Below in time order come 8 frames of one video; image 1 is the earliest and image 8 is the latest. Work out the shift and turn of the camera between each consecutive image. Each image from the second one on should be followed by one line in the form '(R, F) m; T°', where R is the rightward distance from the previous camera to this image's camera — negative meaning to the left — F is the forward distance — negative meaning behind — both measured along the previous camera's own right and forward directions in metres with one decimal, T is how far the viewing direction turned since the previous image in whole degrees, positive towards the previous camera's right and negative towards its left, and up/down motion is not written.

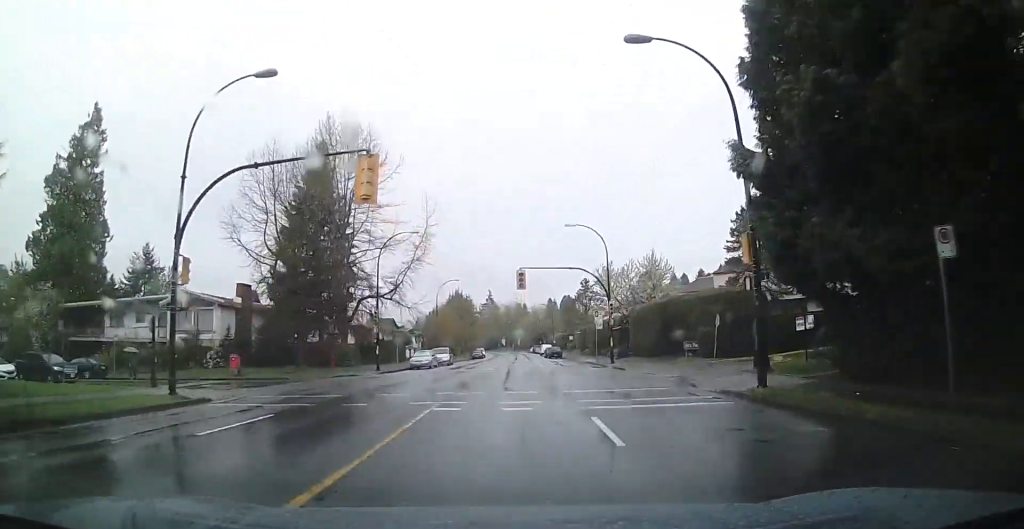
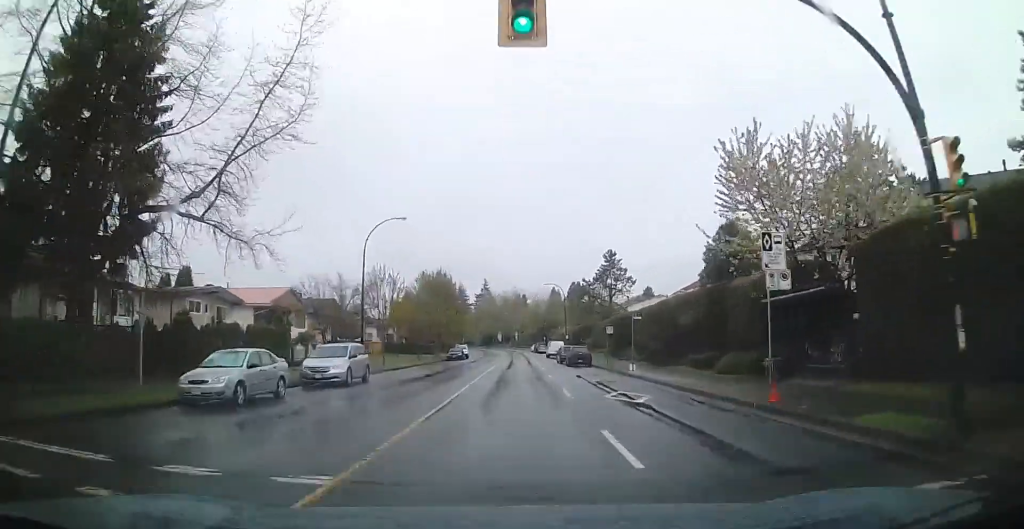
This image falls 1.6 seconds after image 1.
(-0.3, +34.8) m; -1°
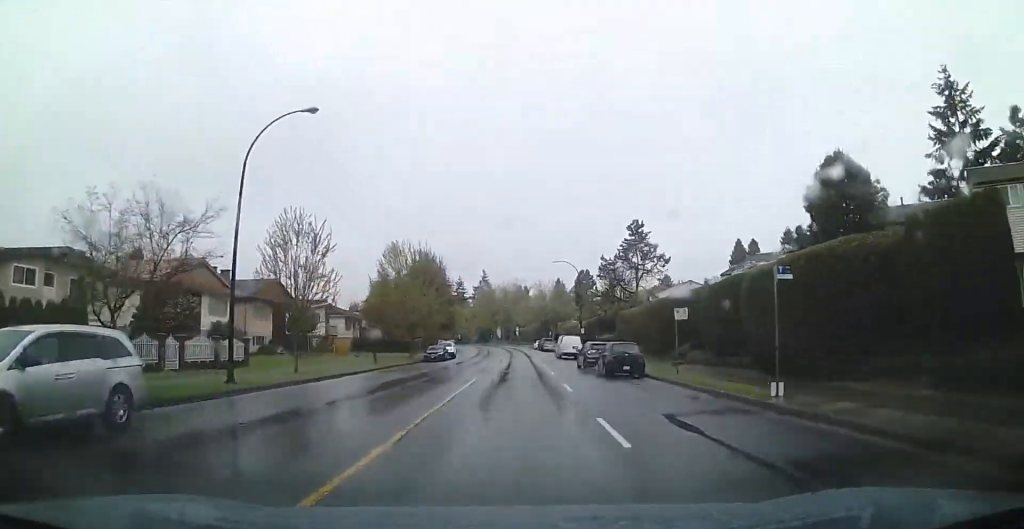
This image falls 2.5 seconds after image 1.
(0.0, +18.1) m; 0°
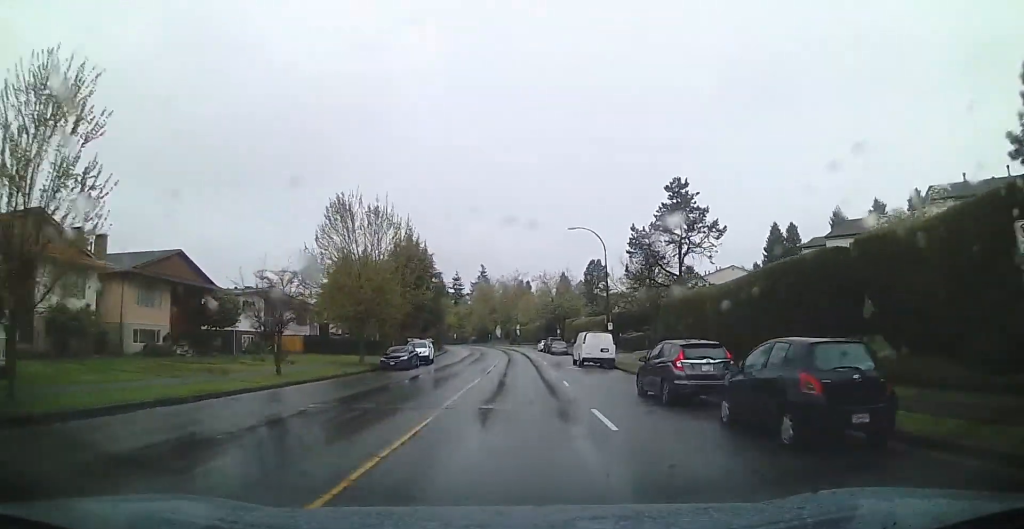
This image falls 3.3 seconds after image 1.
(-0.1, +17.2) m; -1°
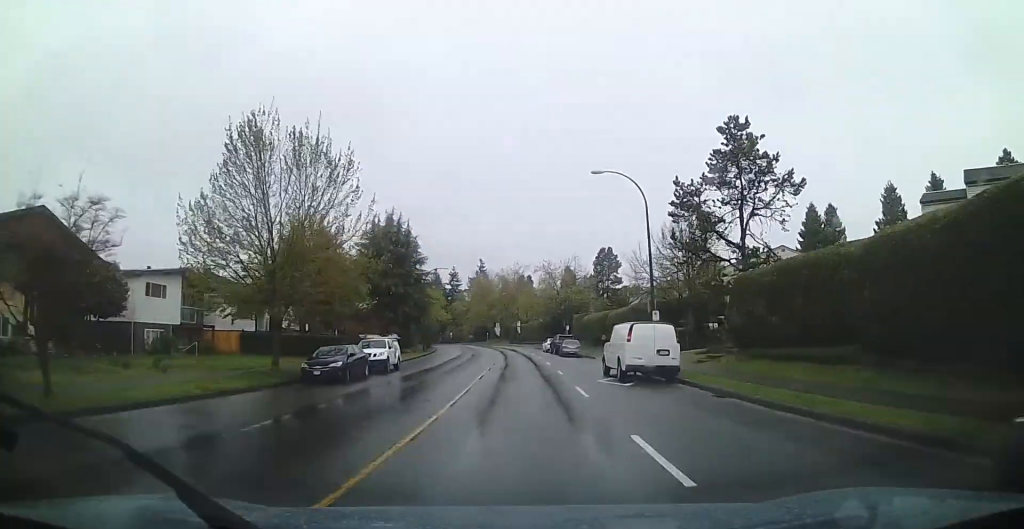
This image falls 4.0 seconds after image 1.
(0.0, +13.7) m; -1°
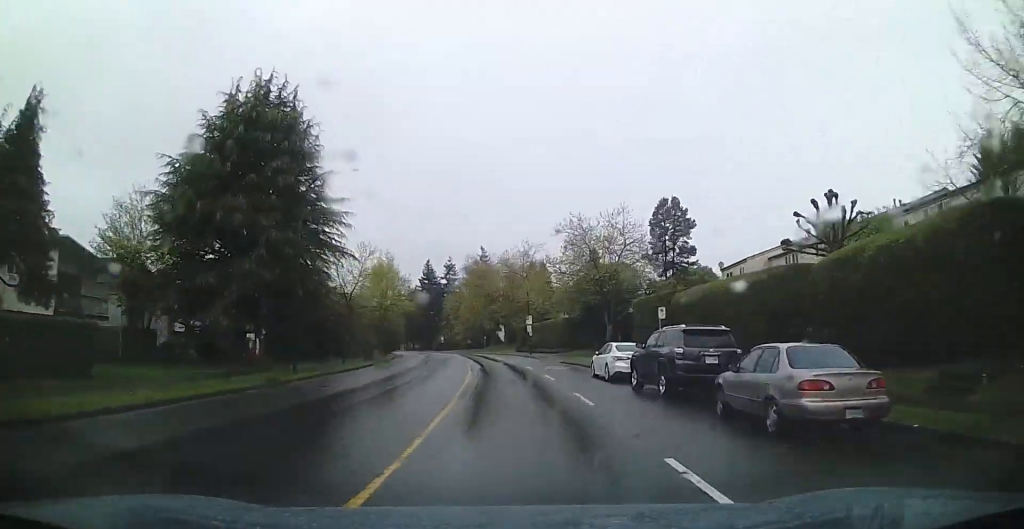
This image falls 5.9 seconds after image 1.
(-2.4, +39.4) m; -6°
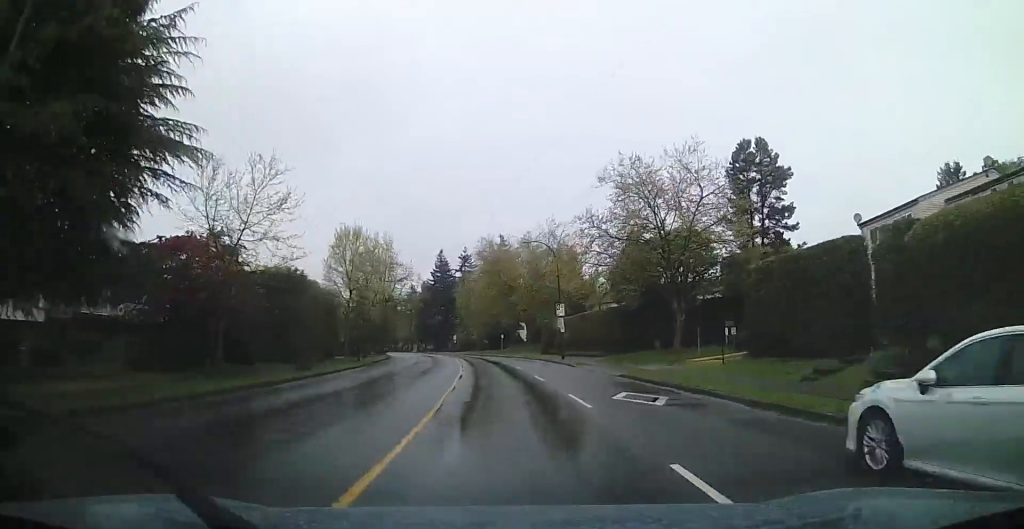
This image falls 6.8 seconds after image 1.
(+0.1, +18.9) m; -2°
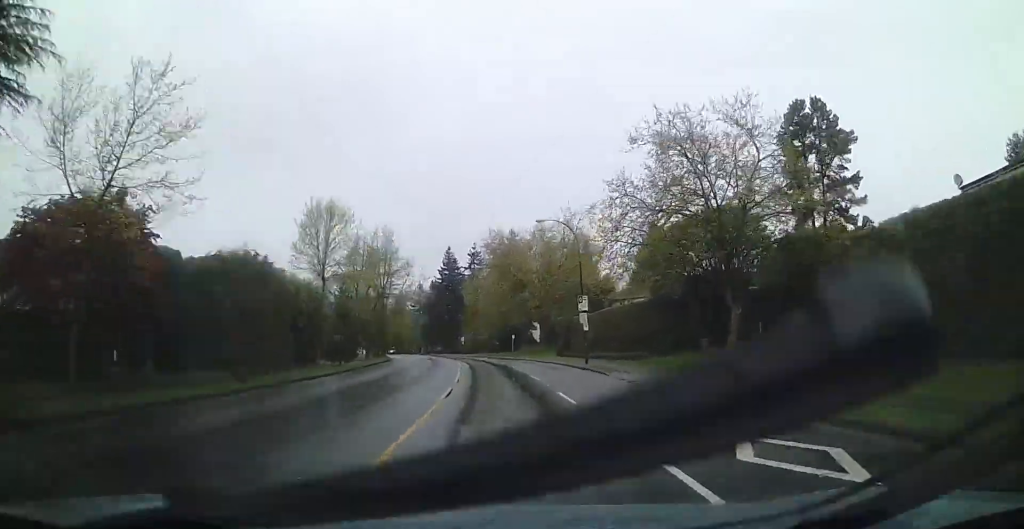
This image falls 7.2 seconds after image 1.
(-0.2, +8.1) m; -1°
